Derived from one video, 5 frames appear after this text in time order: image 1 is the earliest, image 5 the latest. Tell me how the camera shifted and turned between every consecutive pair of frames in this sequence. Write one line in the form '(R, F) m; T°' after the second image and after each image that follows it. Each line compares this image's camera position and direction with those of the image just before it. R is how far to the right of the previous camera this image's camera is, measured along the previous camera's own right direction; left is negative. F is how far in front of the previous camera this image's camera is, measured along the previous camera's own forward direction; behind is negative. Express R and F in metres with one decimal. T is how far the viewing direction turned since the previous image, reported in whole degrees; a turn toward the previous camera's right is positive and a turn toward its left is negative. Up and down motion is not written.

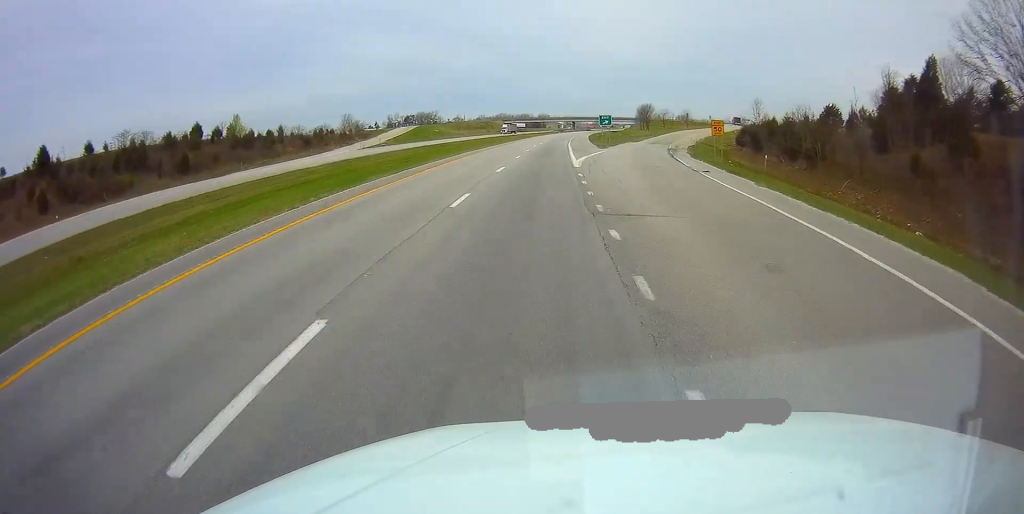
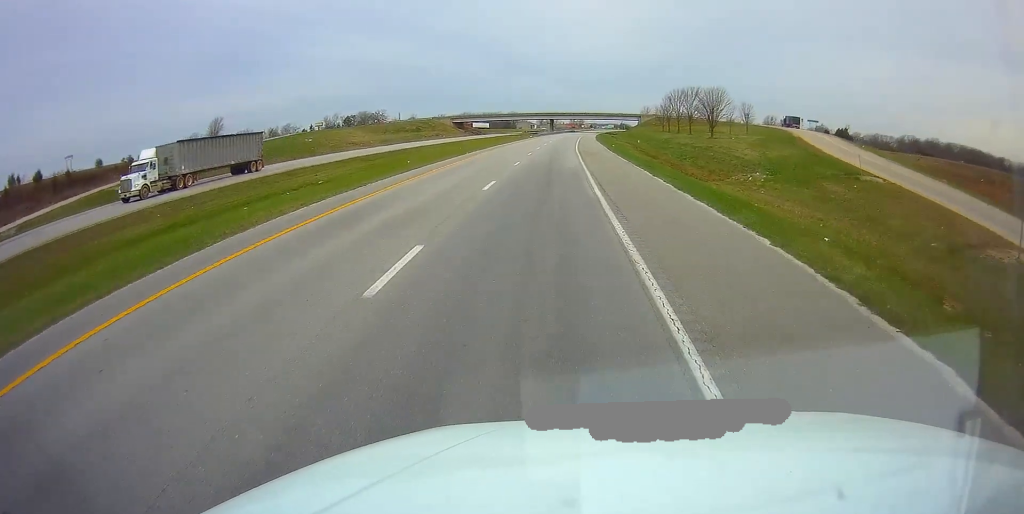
(+2.1, +94.3) m; +3°
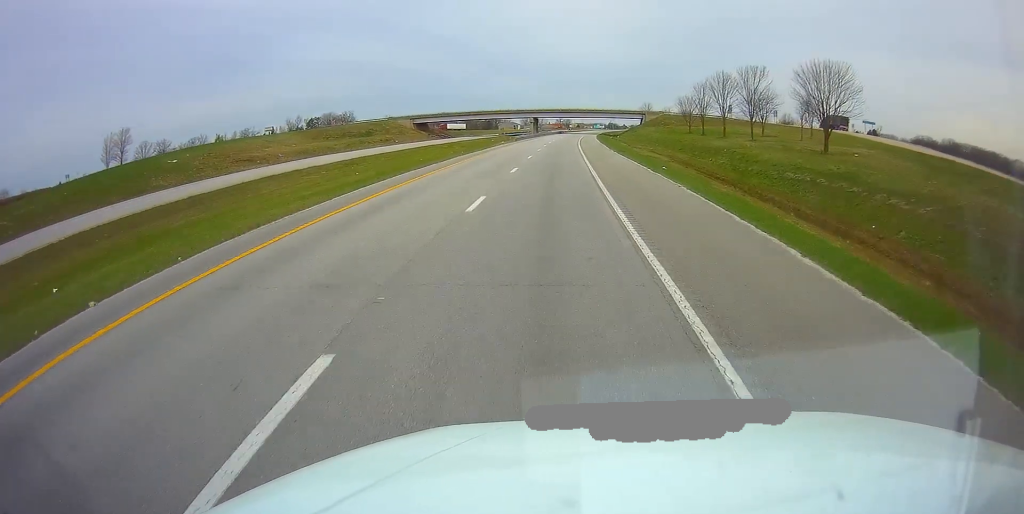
(+0.6, +42.2) m; +2°
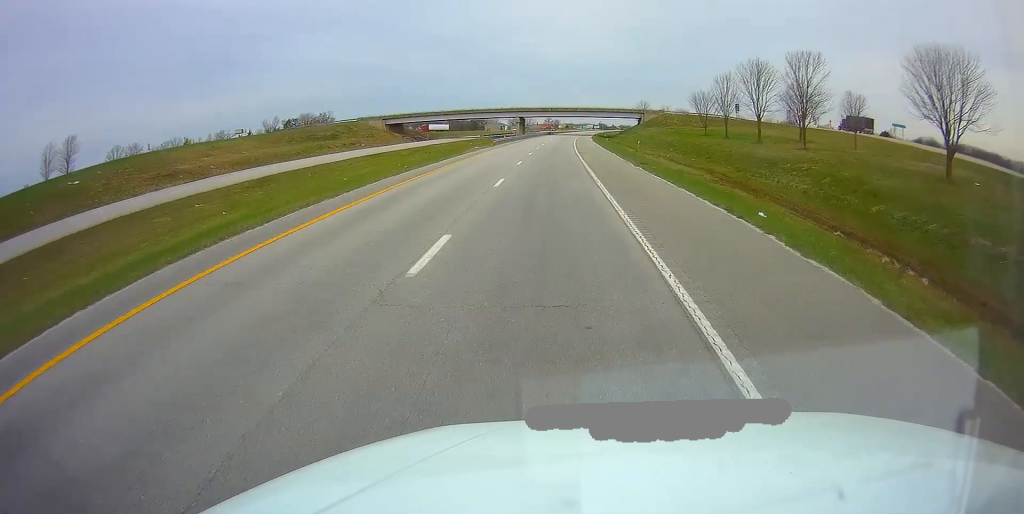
(+0.2, +18.5) m; +1°
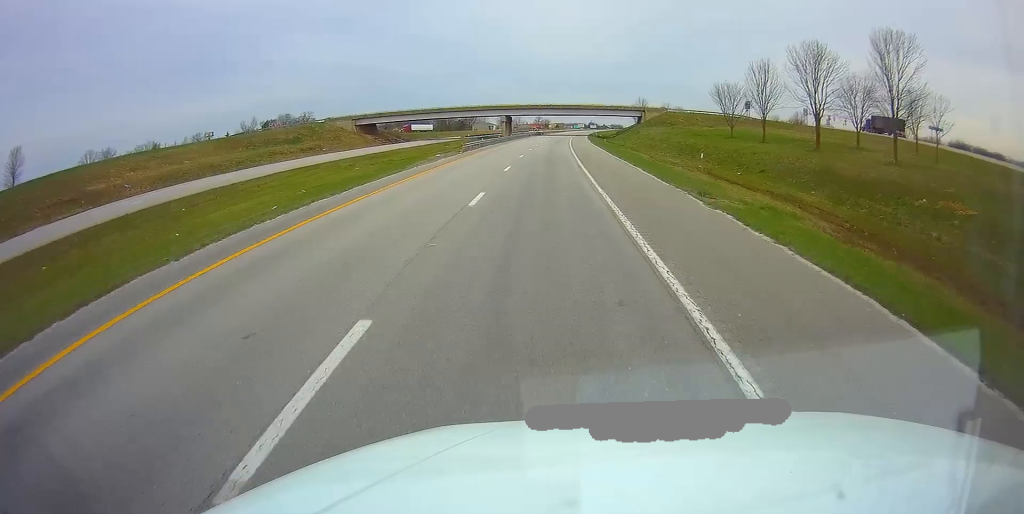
(+0.2, +17.4) m; 0°
